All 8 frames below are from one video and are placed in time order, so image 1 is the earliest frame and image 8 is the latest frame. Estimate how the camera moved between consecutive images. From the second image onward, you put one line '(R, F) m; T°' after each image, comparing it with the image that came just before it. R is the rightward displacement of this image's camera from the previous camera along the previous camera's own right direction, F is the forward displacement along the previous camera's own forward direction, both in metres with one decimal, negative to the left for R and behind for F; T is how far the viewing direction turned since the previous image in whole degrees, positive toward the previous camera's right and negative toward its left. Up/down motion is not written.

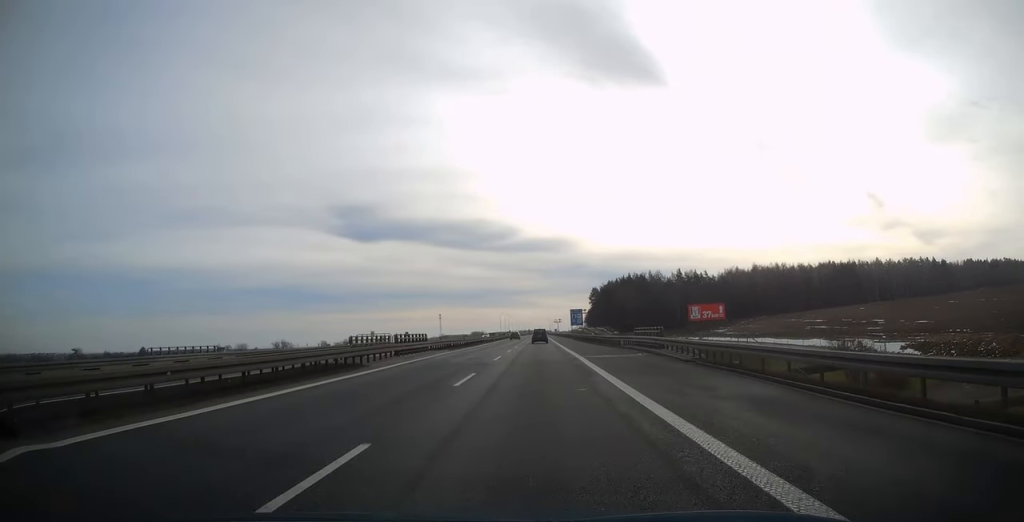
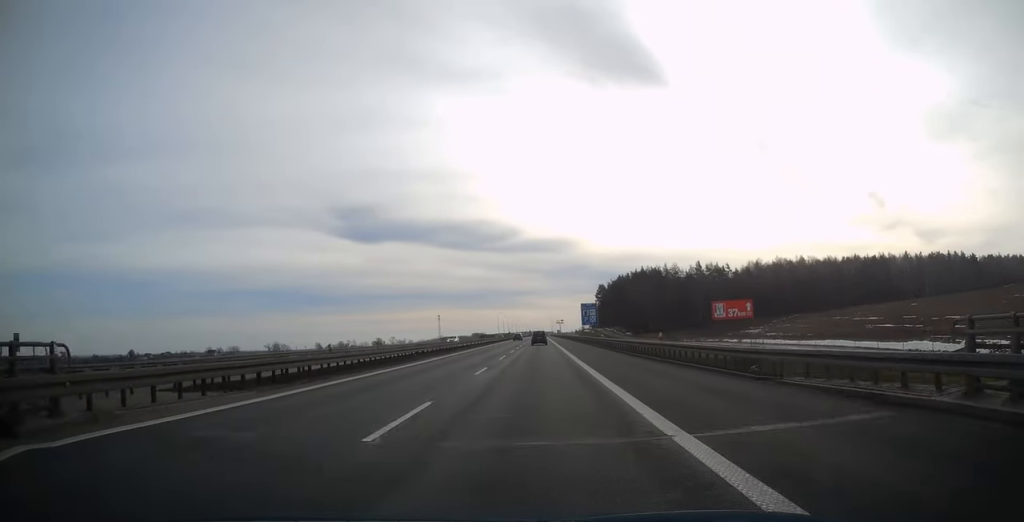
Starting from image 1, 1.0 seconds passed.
(-0.1, +31.1) m; 0°
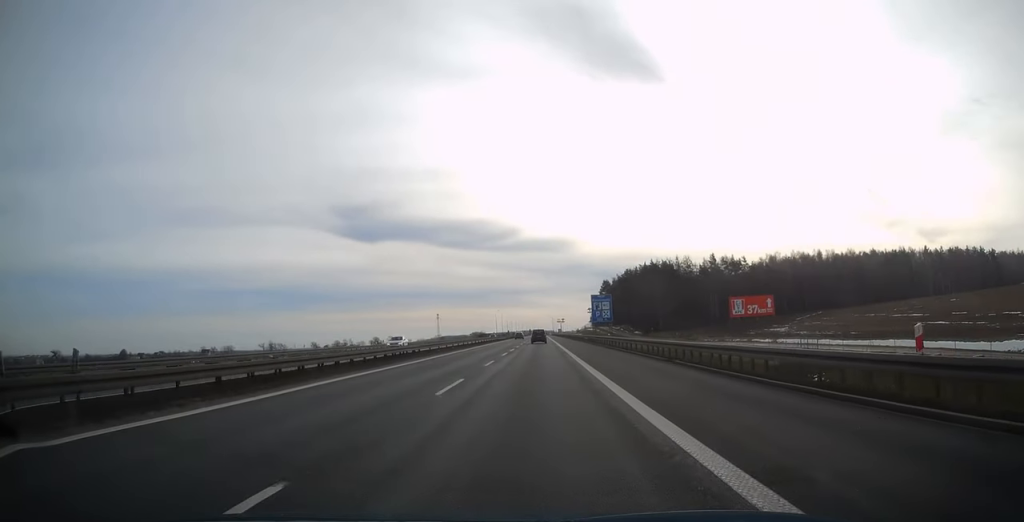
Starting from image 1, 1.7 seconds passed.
(-0.1, +19.3) m; 0°
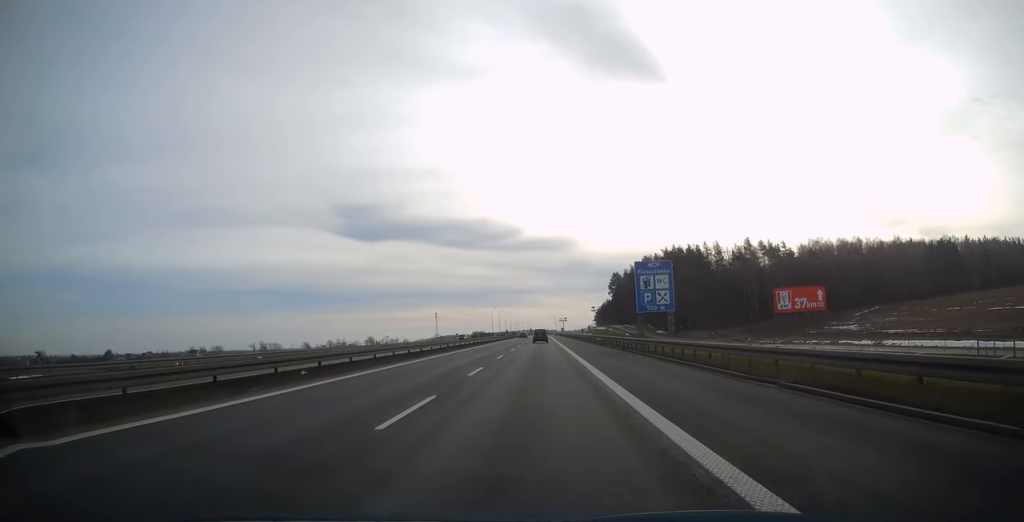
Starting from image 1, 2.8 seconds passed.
(+0.2, +35.7) m; 0°
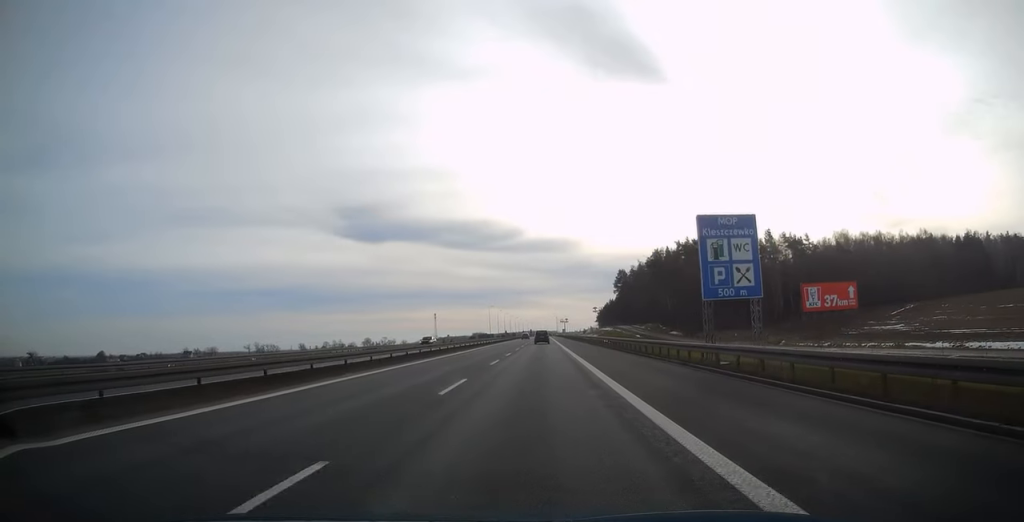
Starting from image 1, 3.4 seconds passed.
(0.0, +16.8) m; 0°
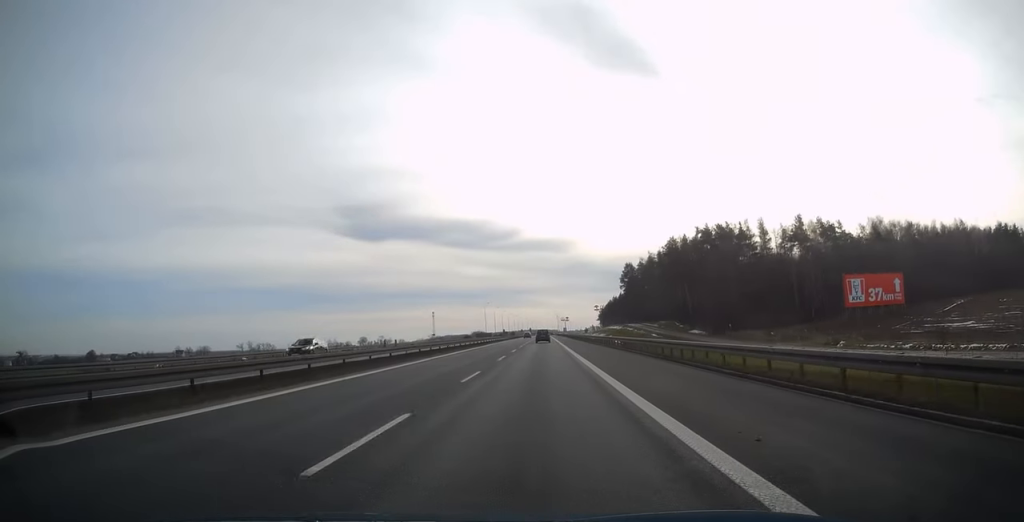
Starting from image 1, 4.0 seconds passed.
(-0.1, +20.4) m; 0°
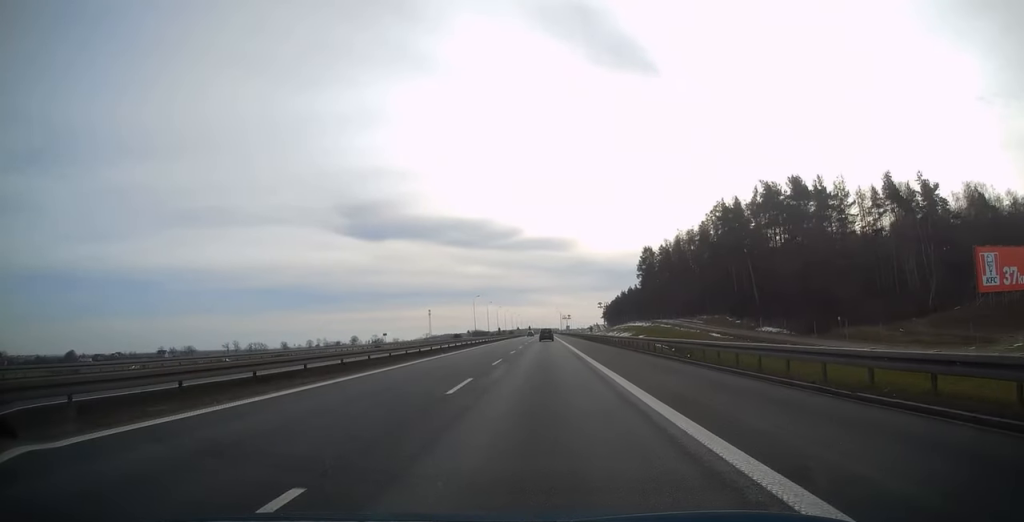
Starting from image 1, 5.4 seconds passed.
(+0.1, +40.7) m; 0°
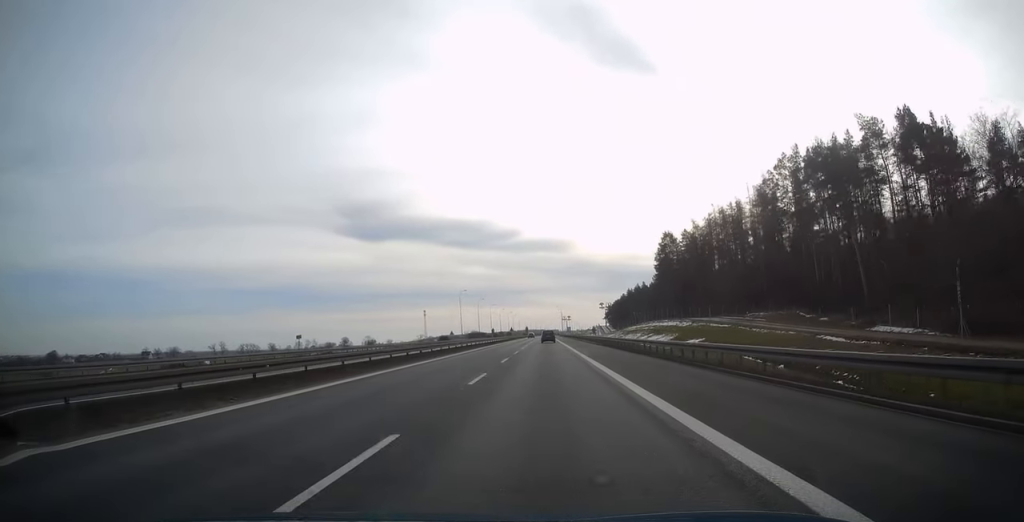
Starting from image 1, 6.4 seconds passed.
(-0.2, +32.1) m; 0°
